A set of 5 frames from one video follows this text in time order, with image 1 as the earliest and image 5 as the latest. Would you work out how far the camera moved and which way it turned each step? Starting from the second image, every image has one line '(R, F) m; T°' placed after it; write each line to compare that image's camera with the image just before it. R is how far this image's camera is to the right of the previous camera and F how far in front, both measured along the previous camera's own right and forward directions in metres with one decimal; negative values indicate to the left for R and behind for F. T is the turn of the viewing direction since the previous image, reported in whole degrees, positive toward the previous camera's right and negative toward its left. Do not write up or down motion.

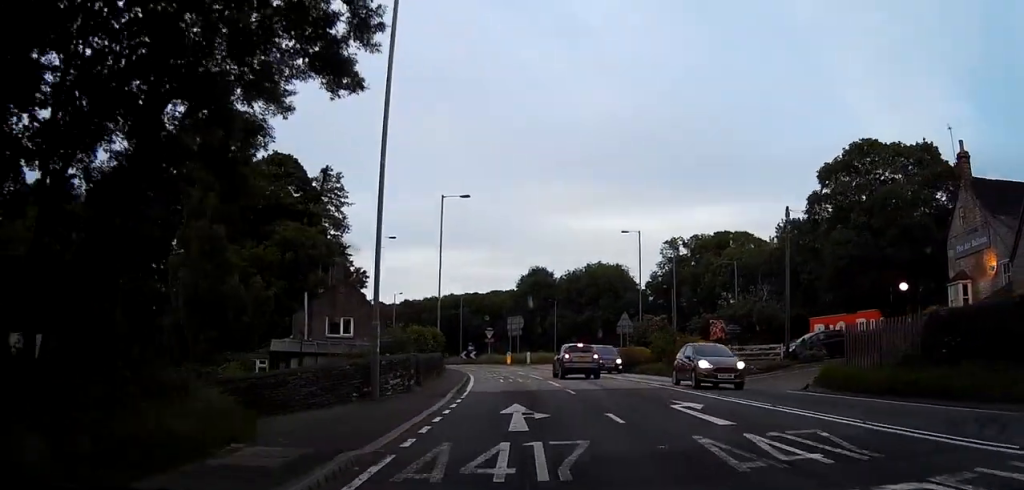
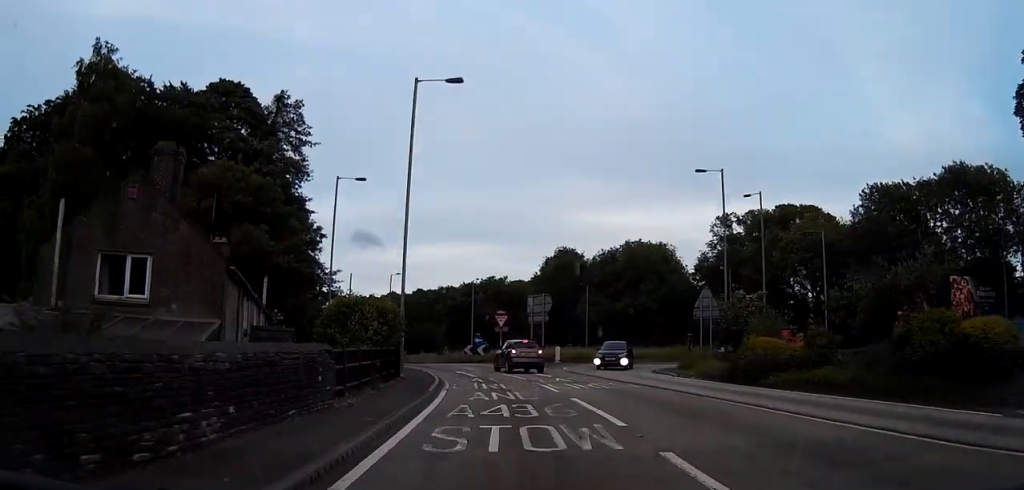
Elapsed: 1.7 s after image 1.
(-0.3, +23.0) m; -1°
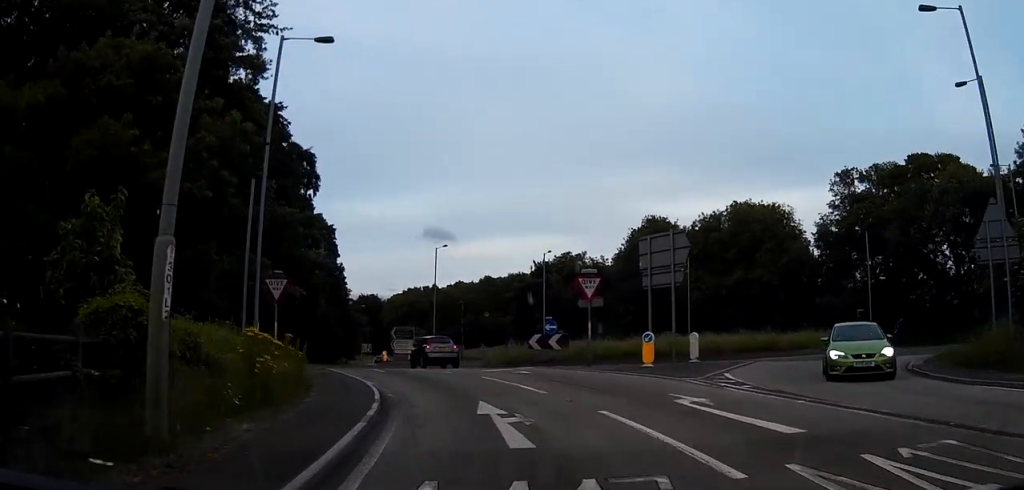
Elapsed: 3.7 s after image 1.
(-1.1, +23.6) m; -9°
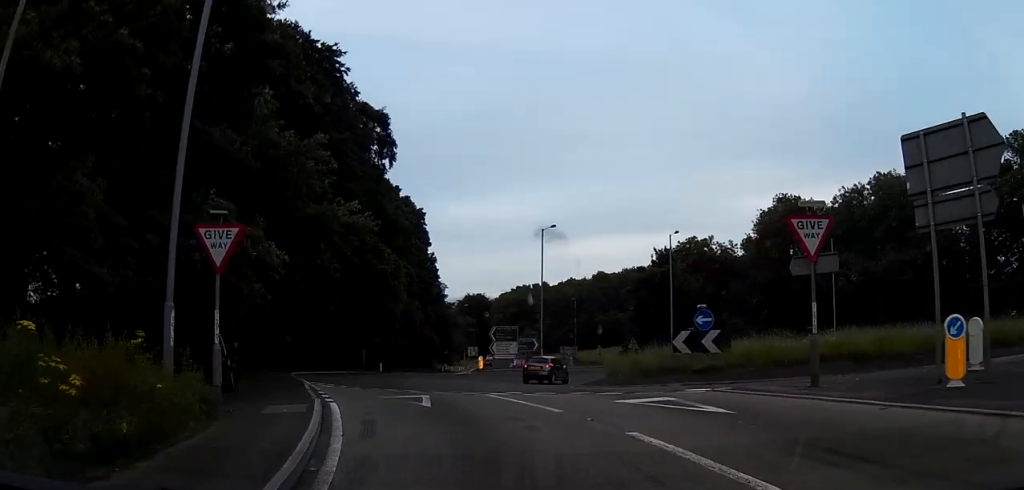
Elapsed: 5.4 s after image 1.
(-1.6, +13.5) m; -14°
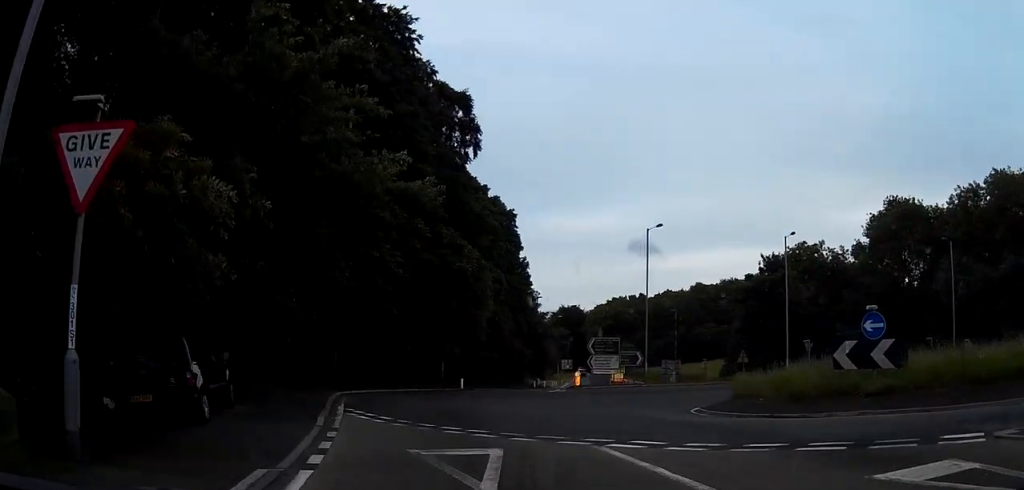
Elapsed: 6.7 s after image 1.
(-0.6, +8.0) m; -7°
